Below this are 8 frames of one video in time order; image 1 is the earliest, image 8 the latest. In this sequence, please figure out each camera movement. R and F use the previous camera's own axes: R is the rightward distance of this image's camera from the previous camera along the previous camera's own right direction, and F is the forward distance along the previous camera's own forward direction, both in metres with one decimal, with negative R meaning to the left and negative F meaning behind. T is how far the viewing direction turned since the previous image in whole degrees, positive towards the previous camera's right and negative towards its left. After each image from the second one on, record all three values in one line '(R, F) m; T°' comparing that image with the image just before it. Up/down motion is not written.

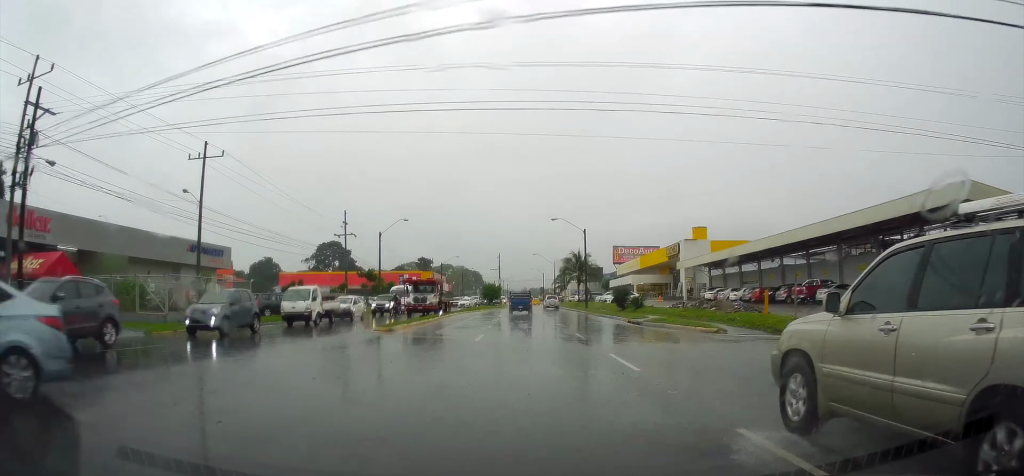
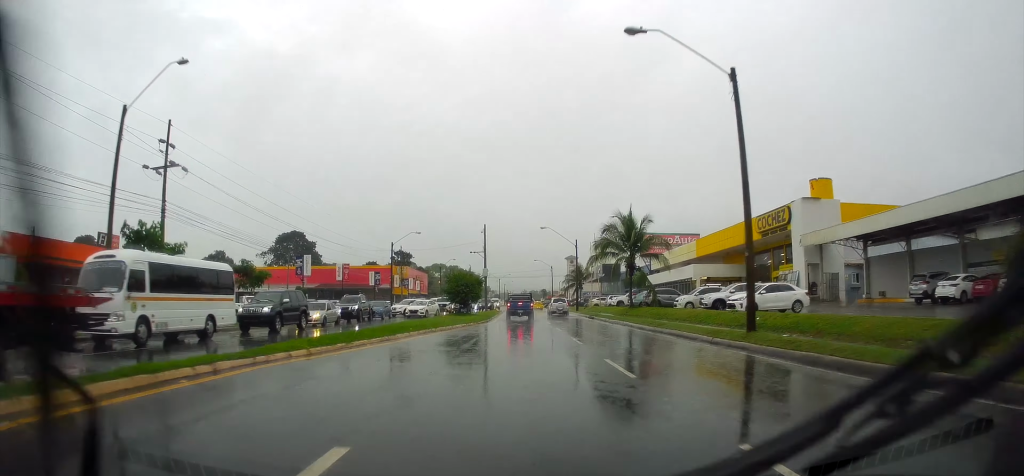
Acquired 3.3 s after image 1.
(-1.1, +42.2) m; -1°
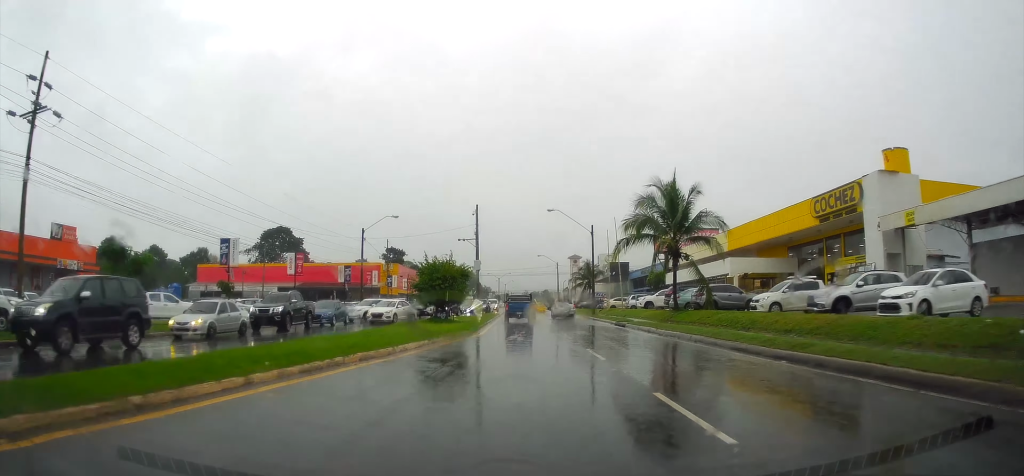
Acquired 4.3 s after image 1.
(0.0, +13.3) m; 0°
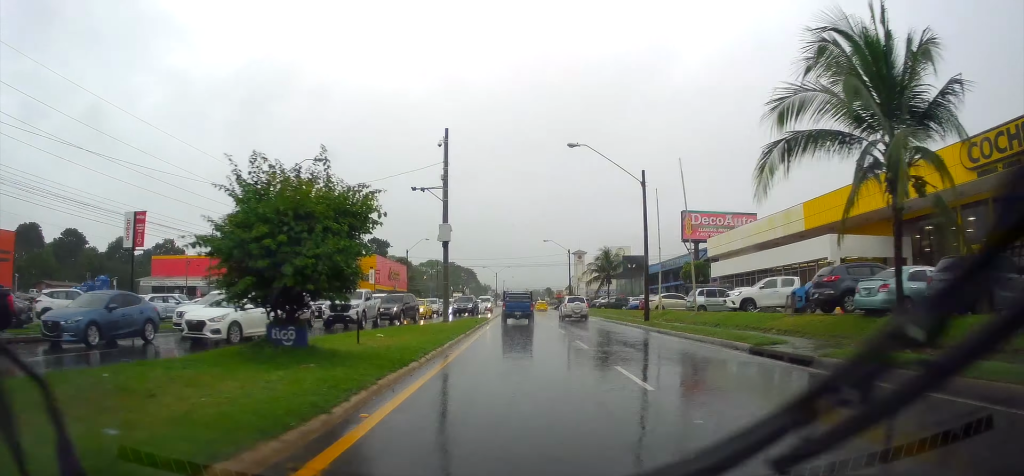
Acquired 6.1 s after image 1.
(0.0, +20.8) m; 0°
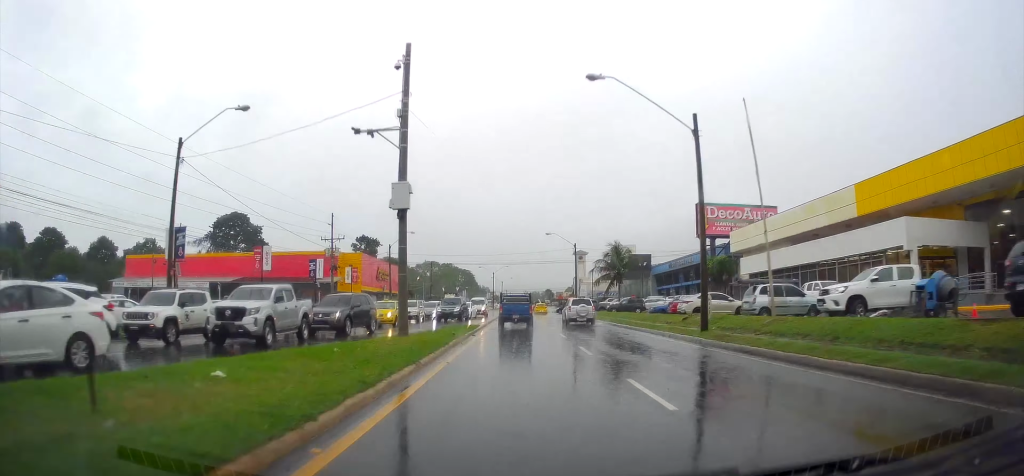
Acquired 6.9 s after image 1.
(0.0, +9.5) m; 0°
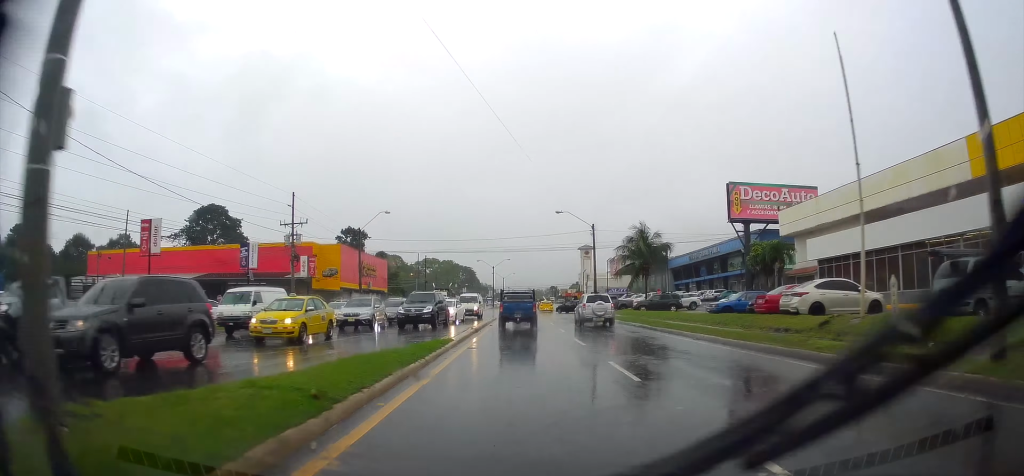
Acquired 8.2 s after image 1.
(0.0, +14.1) m; 0°
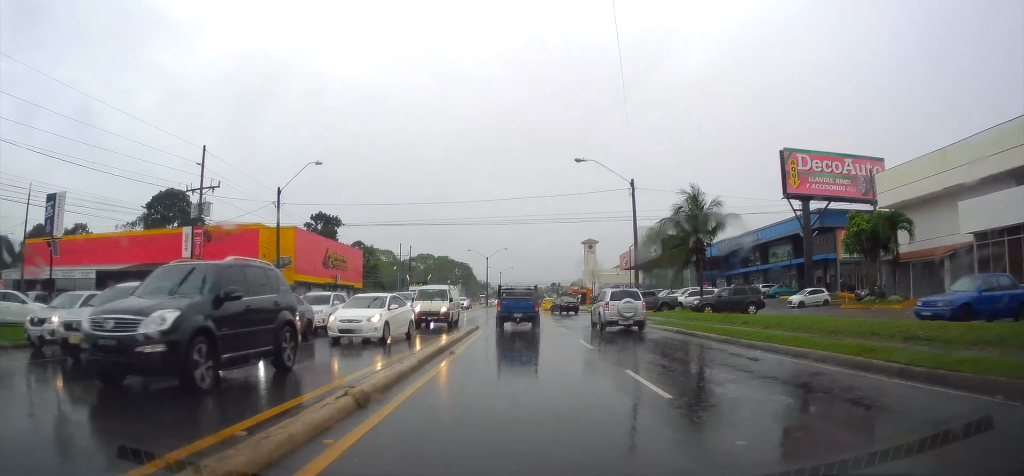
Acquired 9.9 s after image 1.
(-0.1, +18.8) m; 0°
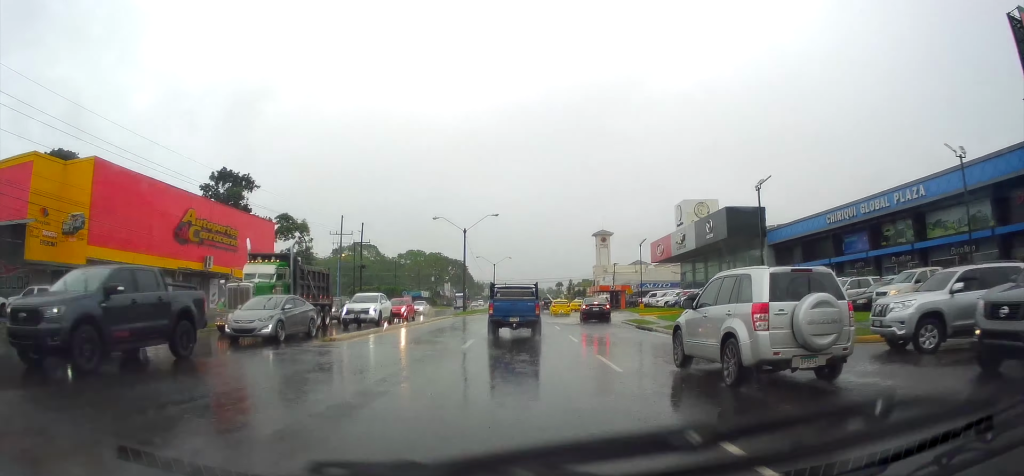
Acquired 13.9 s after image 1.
(+0.2, +38.7) m; 0°
